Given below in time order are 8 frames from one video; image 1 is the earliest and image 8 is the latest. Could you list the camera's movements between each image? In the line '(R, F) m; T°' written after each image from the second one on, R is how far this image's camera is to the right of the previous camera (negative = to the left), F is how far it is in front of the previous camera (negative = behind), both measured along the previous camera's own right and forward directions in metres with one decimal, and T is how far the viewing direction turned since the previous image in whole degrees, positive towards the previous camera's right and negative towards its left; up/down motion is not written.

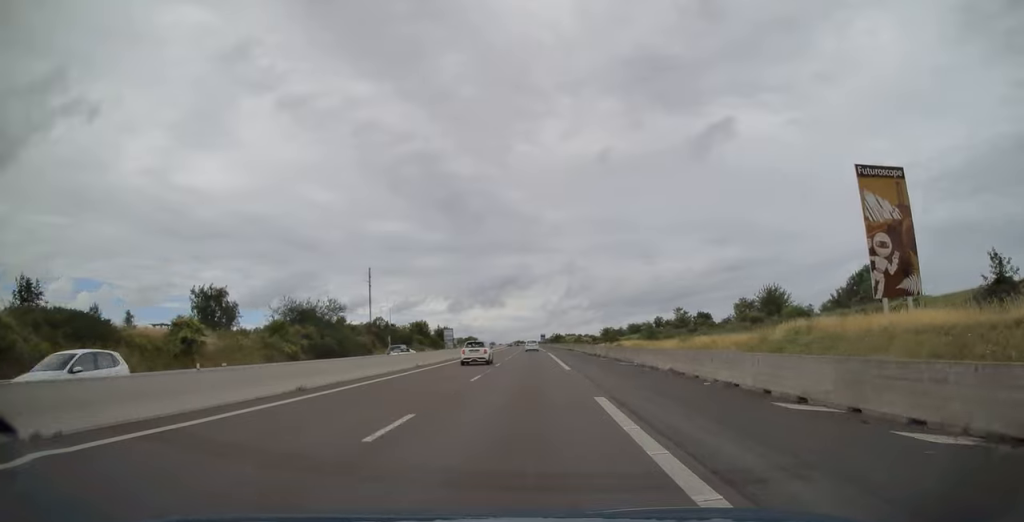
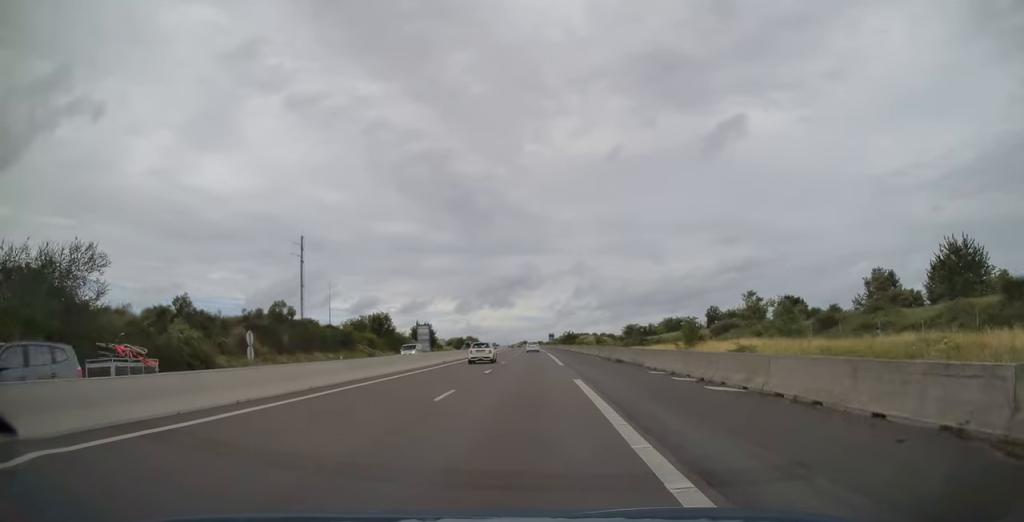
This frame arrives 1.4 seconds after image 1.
(-0.1, +45.6) m; -1°
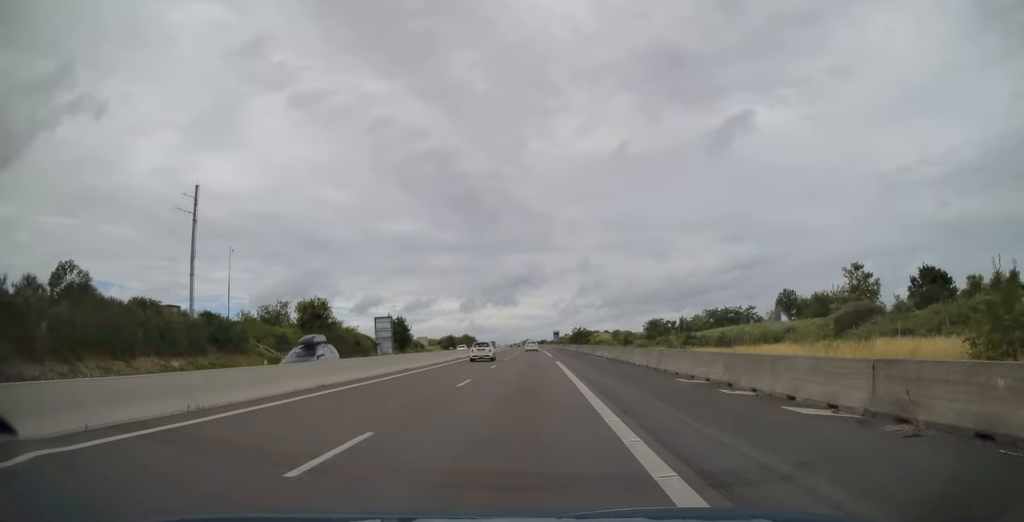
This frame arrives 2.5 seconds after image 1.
(-0.2, +34.4) m; -1°
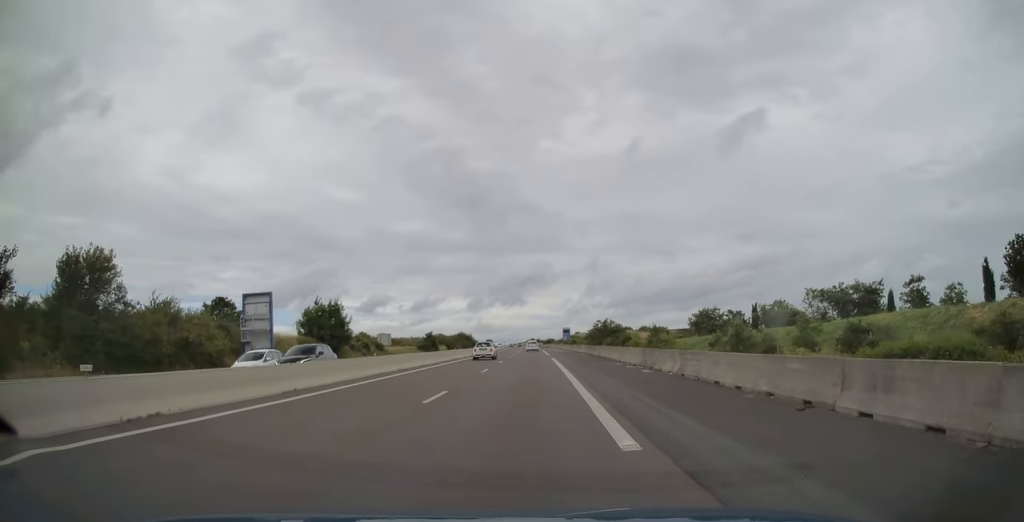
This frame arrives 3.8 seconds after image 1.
(-0.3, +44.1) m; -1°
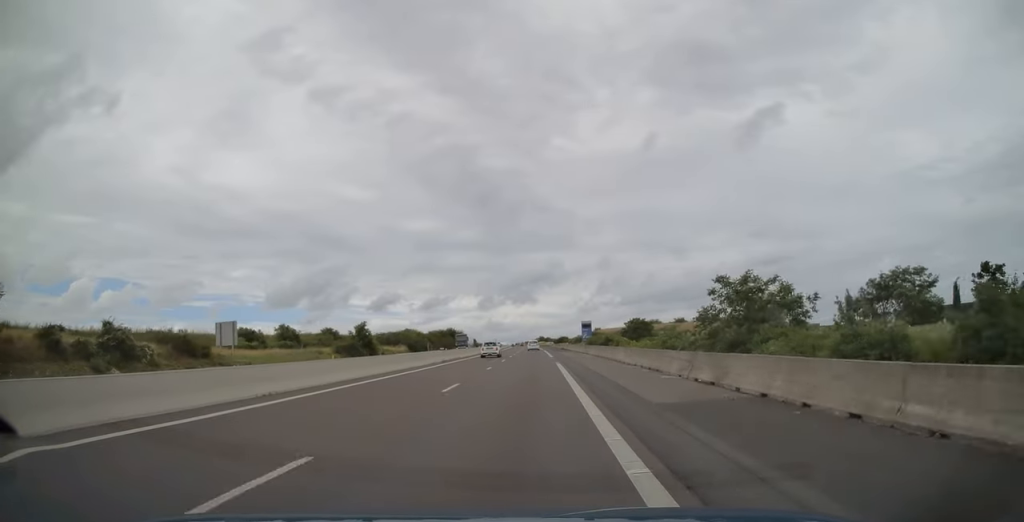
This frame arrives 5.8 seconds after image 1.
(-0.4, +61.9) m; -1°
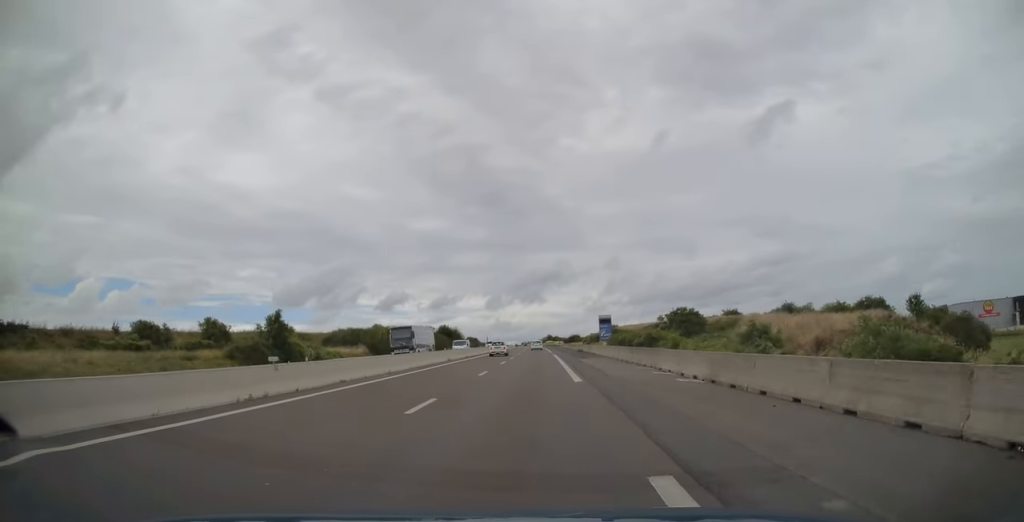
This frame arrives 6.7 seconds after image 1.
(-0.1, +31.1) m; -1°
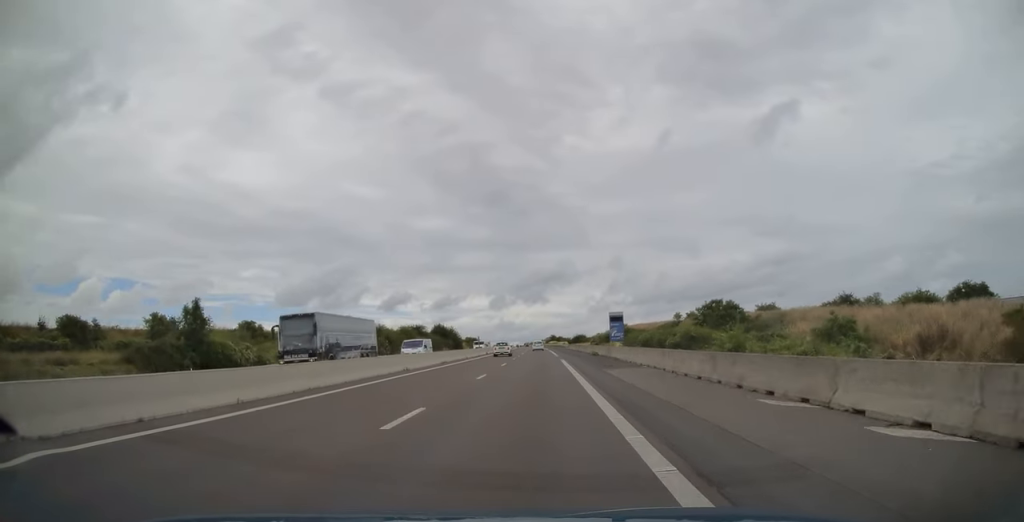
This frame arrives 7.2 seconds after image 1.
(-0.1, +15.1) m; 0°
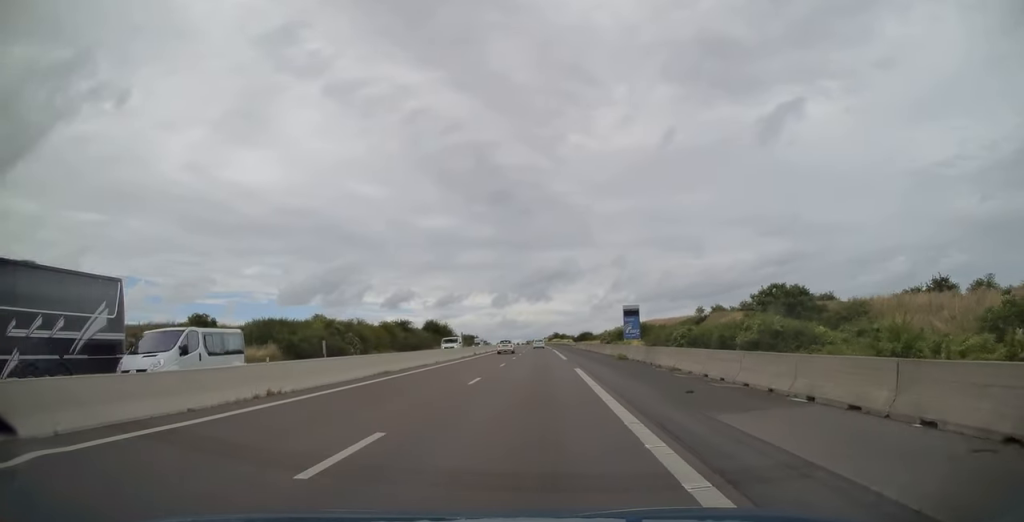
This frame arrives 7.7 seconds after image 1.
(0.0, +16.6) m; 0°
